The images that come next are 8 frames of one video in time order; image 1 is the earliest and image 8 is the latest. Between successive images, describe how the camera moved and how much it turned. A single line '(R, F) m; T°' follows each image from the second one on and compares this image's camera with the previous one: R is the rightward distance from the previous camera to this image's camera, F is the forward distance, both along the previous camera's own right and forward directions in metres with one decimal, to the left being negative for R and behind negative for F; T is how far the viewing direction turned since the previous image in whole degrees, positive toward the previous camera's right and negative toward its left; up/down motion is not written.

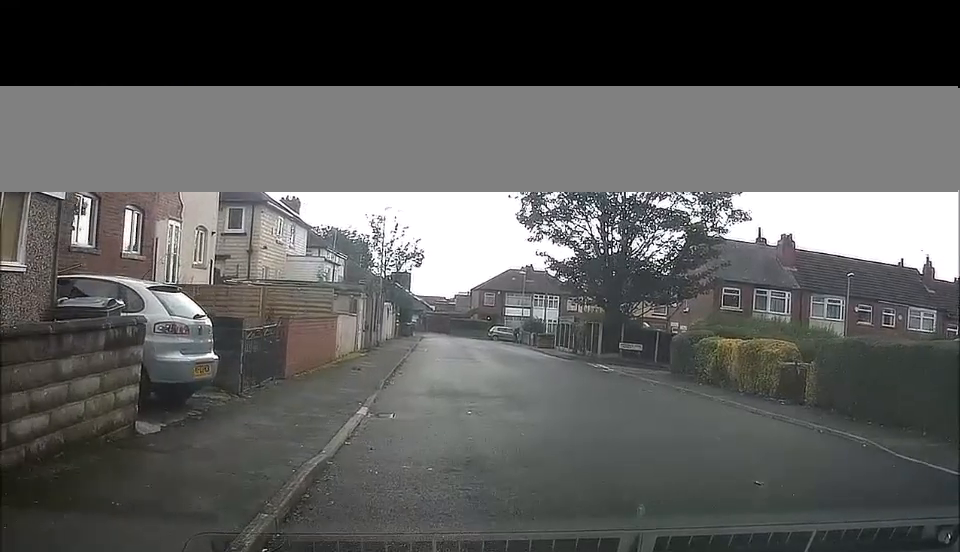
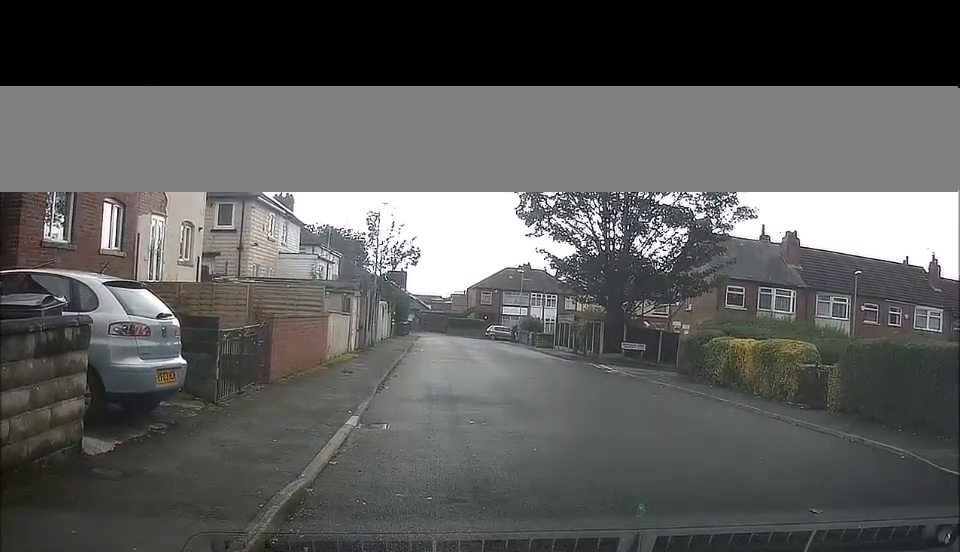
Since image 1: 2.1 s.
(+0.1, +1.8) m; 0°
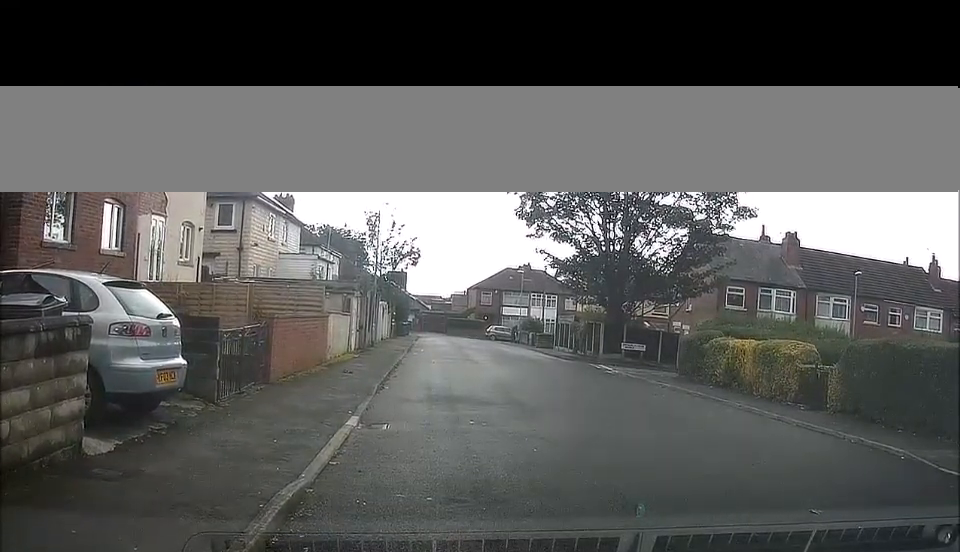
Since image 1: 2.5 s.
(+0.1, +0.2) m; 0°
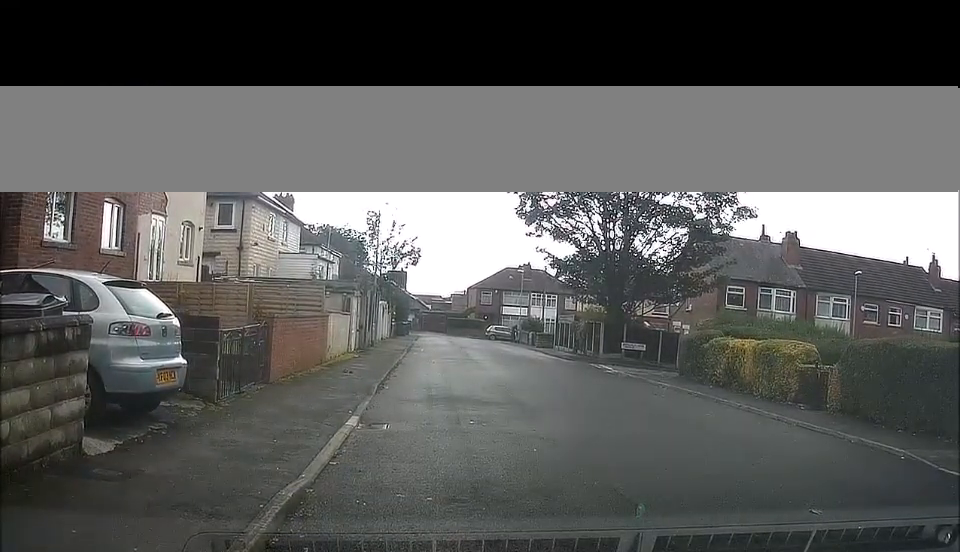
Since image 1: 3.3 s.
(+0.1, +0.2) m; 0°
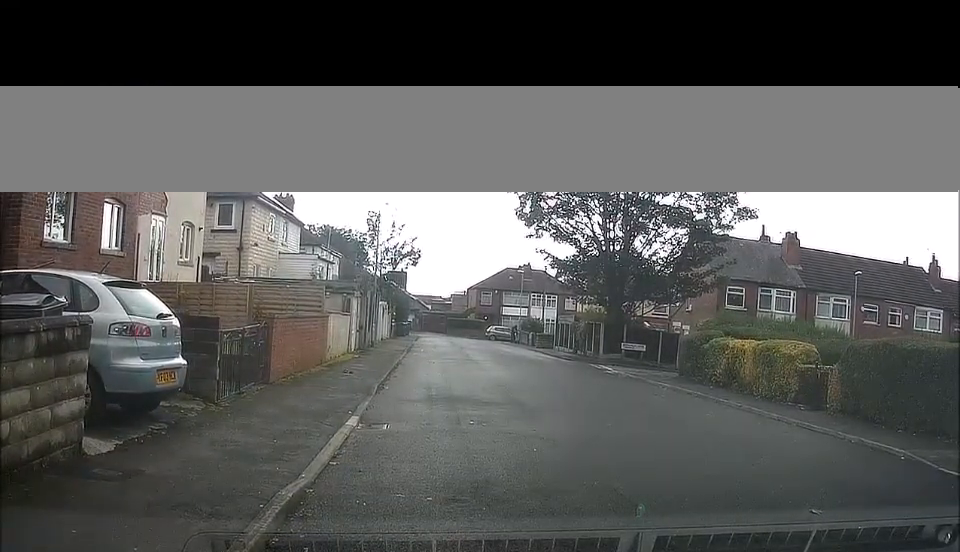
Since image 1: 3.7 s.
(0.0, 0.0) m; 0°
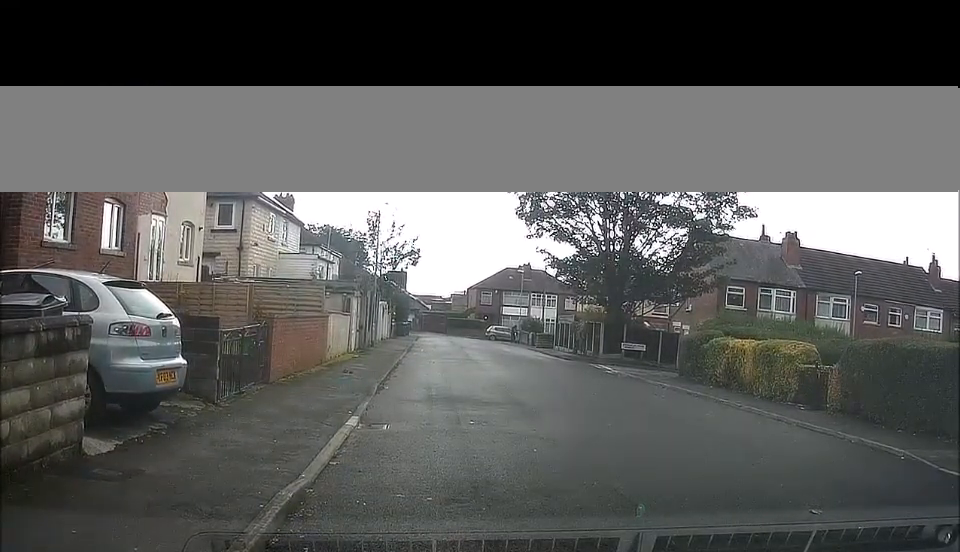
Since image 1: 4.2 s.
(0.0, 0.0) m; 0°
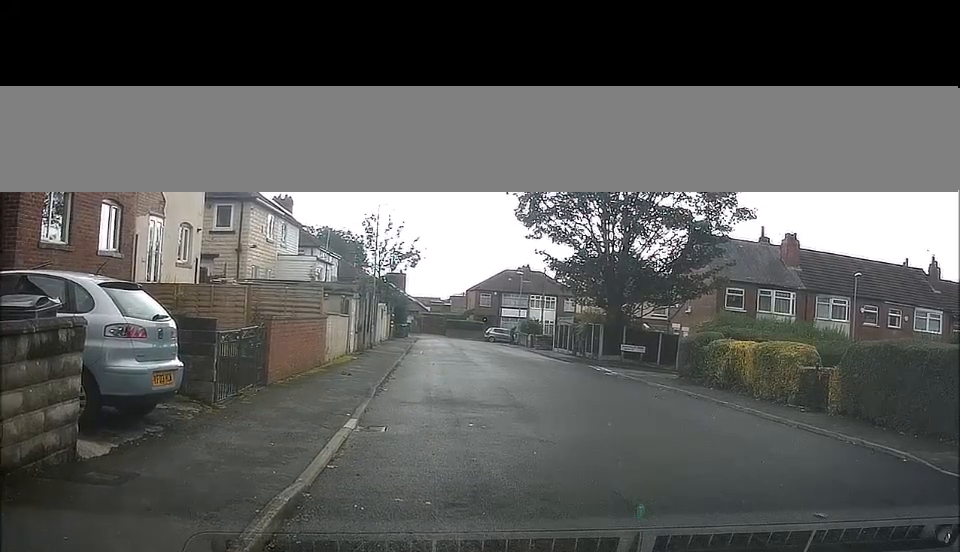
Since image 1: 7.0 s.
(-0.3, +0.7) m; 0°
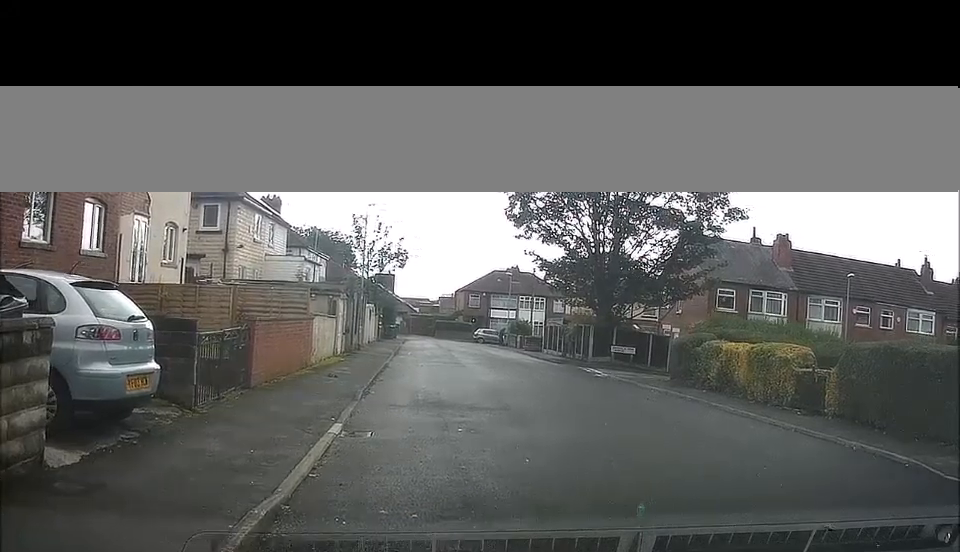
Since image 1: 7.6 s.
(-0.1, +0.4) m; +3°
